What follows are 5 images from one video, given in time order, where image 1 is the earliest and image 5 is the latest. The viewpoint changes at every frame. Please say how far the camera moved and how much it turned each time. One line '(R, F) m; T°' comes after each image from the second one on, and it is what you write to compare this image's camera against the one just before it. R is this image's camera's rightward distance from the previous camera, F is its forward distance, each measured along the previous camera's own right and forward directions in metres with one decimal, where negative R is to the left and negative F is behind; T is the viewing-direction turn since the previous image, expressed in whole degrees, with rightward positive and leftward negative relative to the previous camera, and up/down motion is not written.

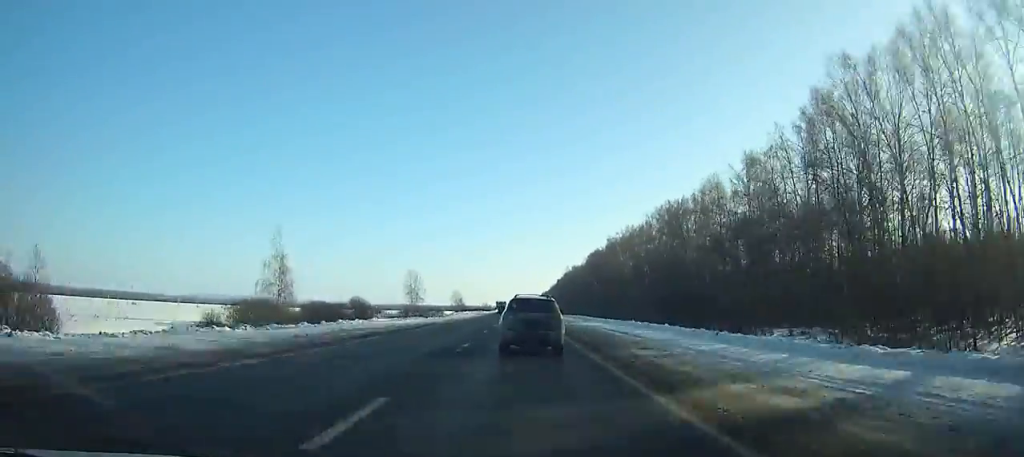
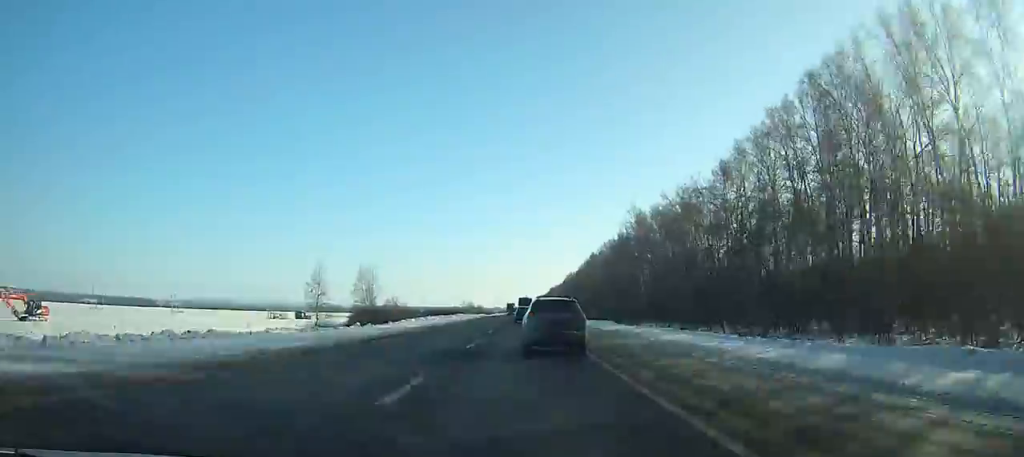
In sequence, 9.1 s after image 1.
(+0.2, +184.4) m; 0°
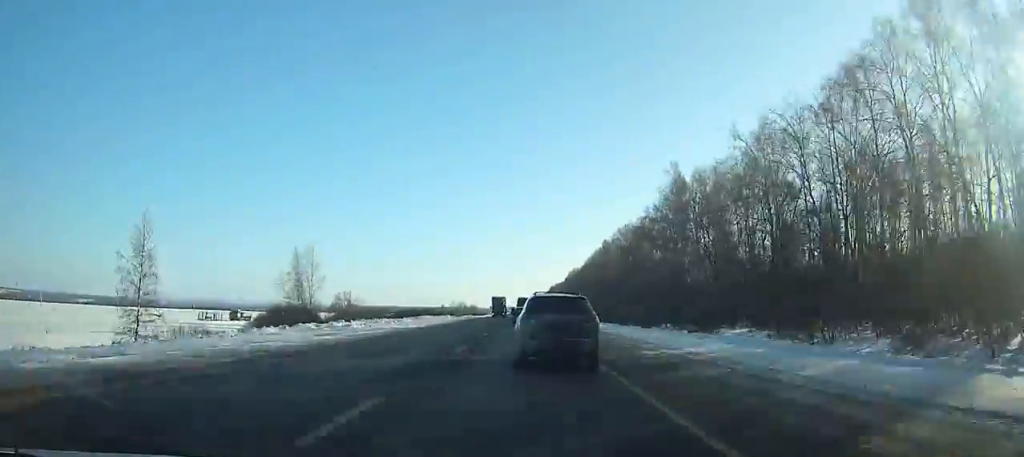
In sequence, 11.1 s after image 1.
(+0.1, +38.8) m; 0°
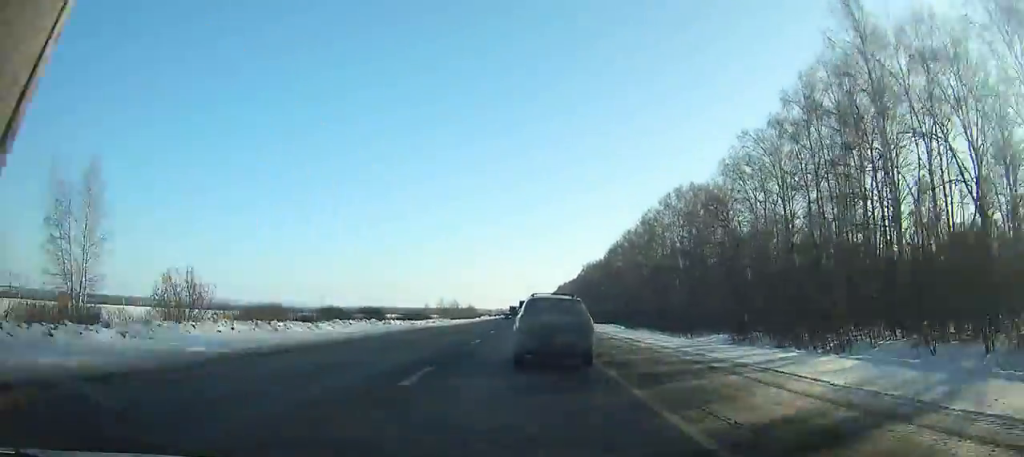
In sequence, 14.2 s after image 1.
(0.0, +58.3) m; 0°
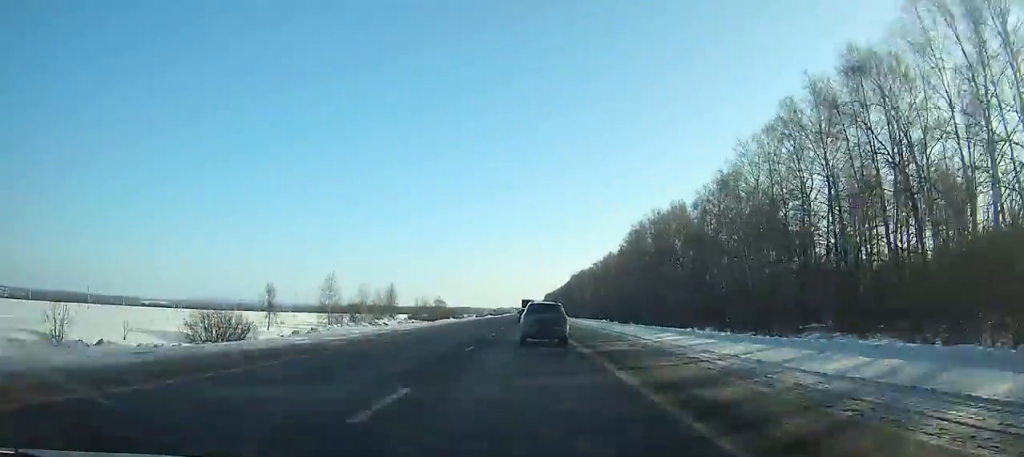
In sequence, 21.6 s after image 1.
(0.0, +137.6) m; 0°
